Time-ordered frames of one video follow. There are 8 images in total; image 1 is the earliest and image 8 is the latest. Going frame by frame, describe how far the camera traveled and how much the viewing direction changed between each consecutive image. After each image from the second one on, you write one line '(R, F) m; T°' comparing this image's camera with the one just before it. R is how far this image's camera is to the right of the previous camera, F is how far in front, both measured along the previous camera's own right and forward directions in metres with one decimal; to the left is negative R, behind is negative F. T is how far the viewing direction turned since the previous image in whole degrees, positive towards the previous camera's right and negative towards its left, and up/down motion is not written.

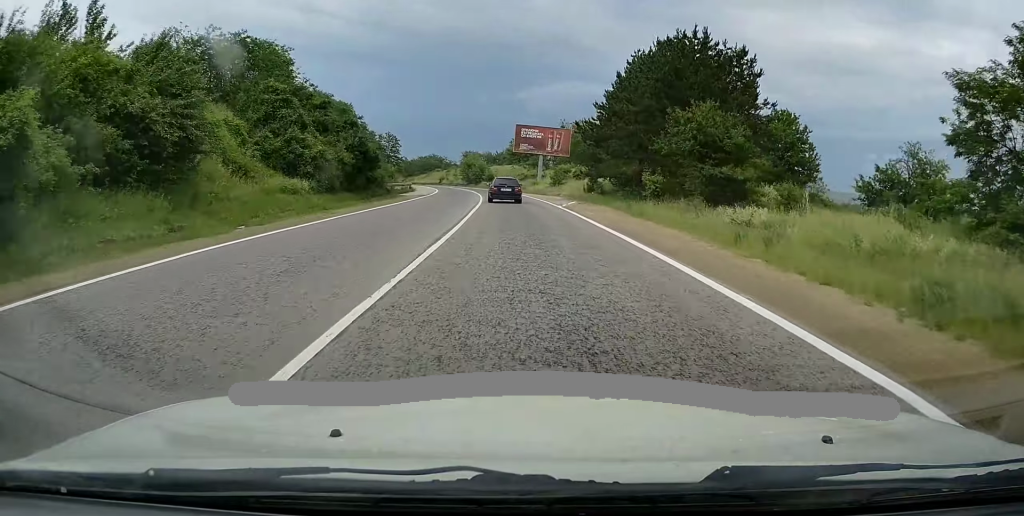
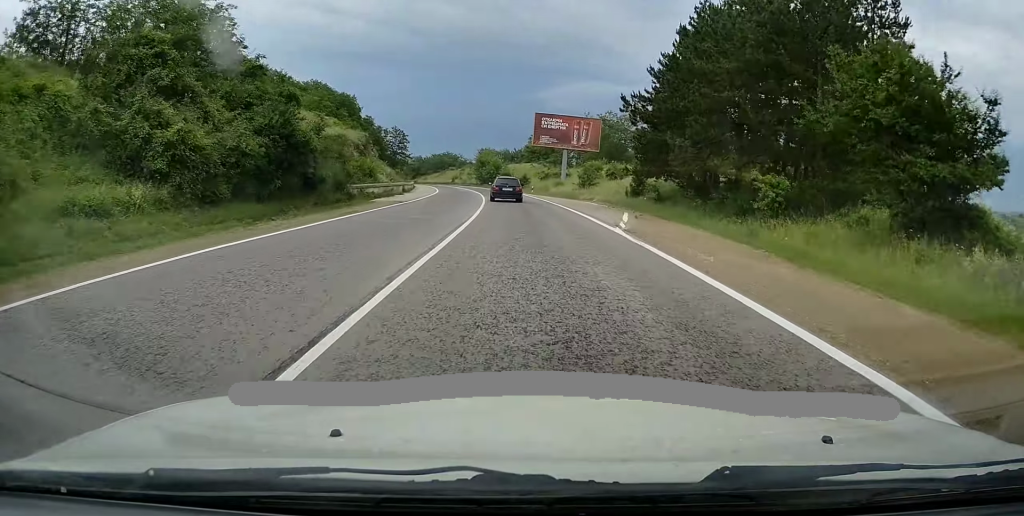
(-0.1, +15.4) m; -1°
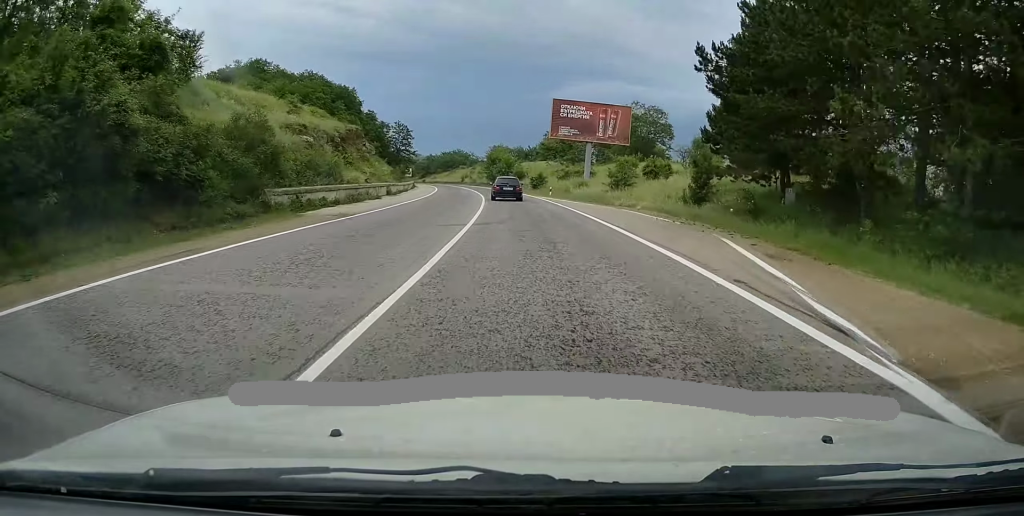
(-0.1, +13.0) m; -1°
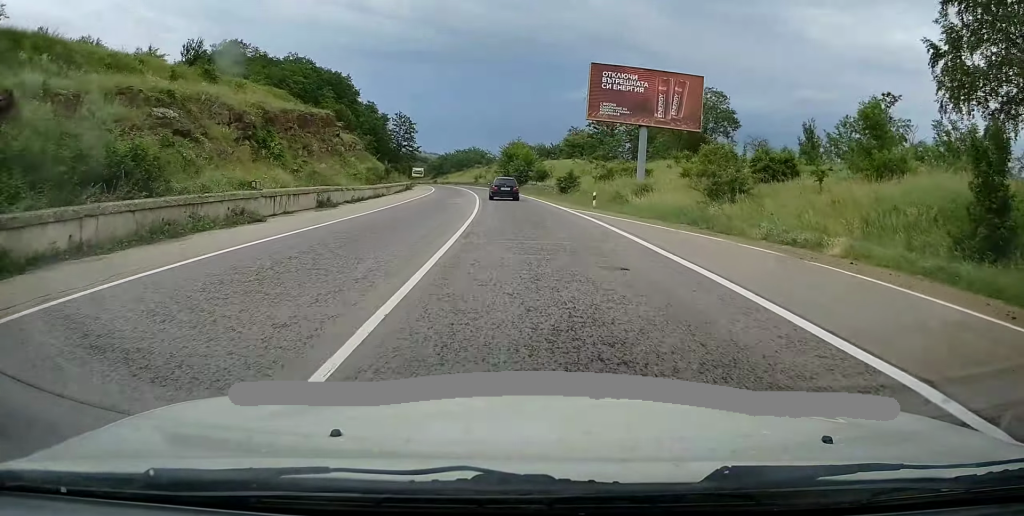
(-0.3, +20.7) m; -2°
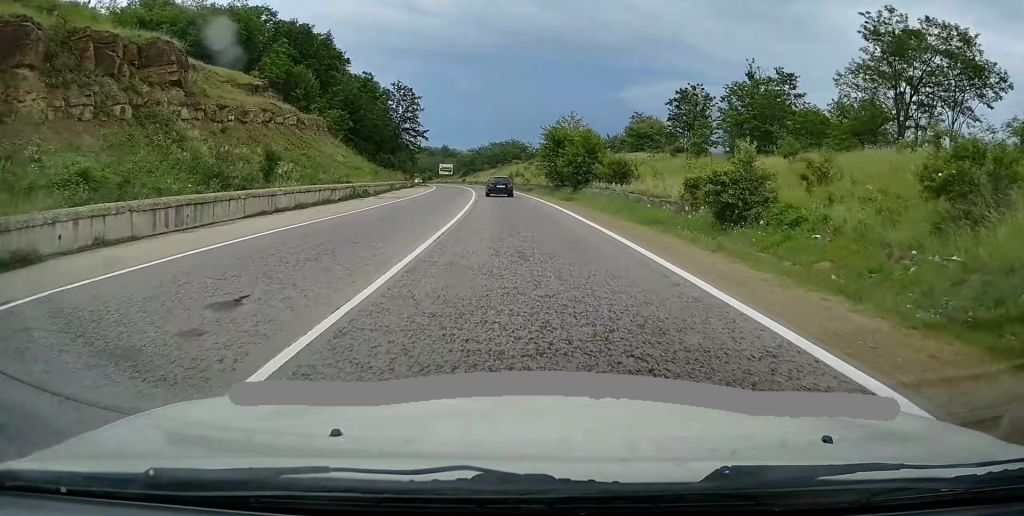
(-1.9, +37.8) m; -5°
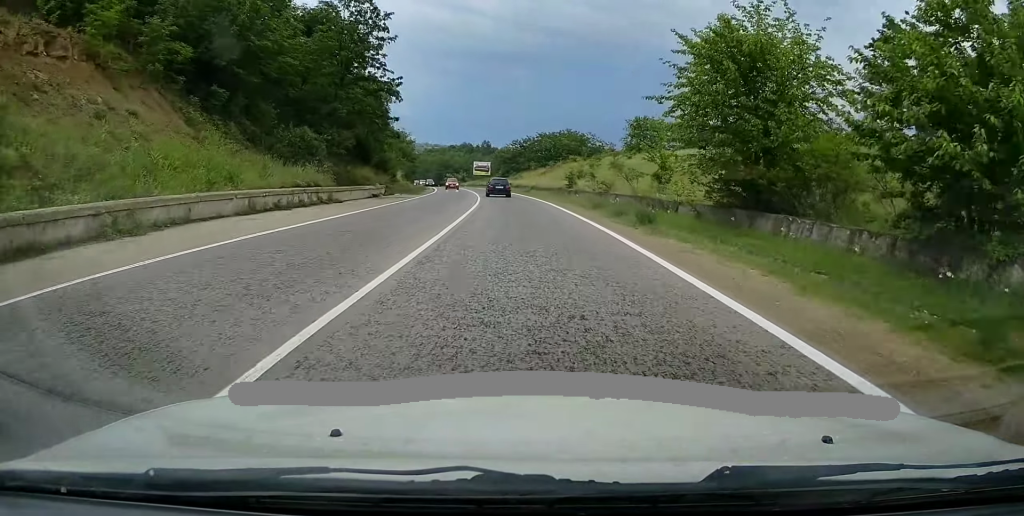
(-1.1, +43.8) m; -4°
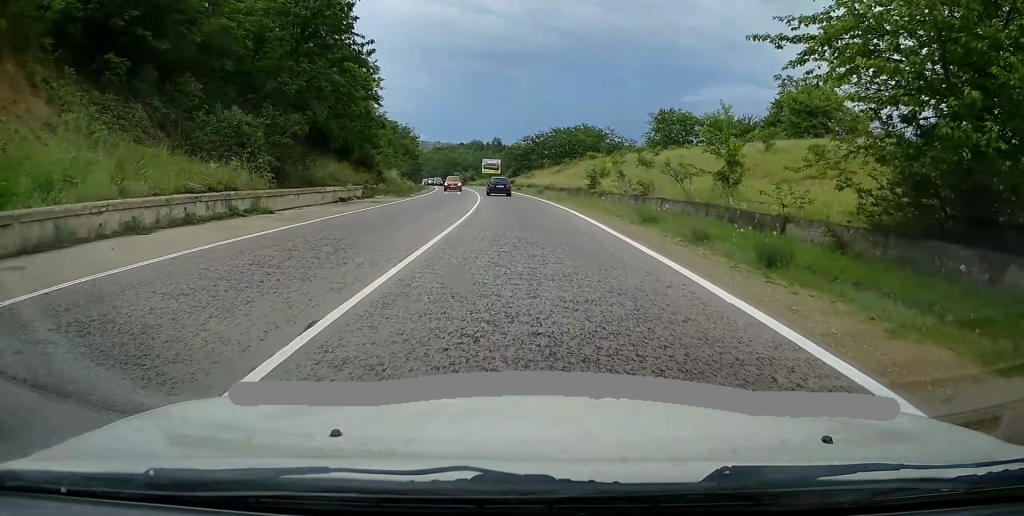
(0.0, +10.3) m; -1°
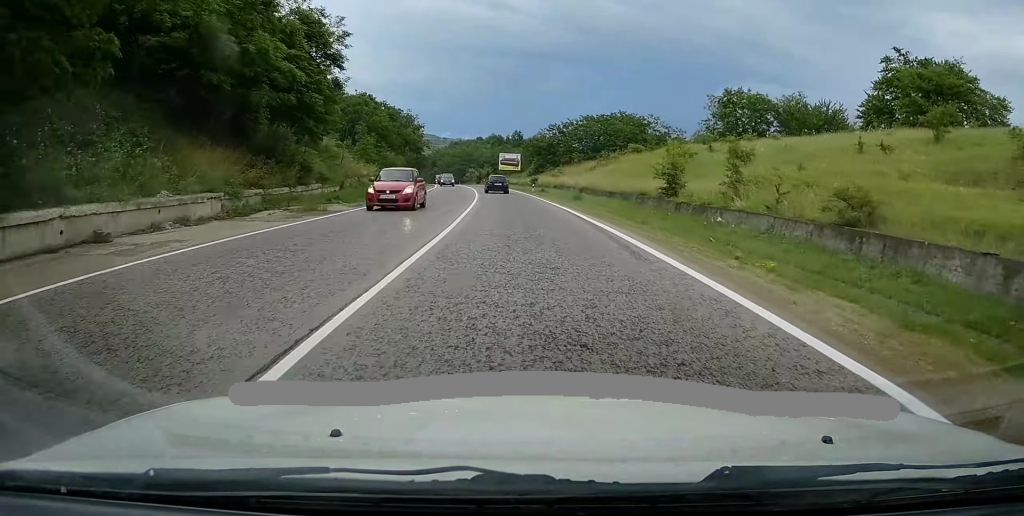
(-0.6, +21.5) m; -2°
